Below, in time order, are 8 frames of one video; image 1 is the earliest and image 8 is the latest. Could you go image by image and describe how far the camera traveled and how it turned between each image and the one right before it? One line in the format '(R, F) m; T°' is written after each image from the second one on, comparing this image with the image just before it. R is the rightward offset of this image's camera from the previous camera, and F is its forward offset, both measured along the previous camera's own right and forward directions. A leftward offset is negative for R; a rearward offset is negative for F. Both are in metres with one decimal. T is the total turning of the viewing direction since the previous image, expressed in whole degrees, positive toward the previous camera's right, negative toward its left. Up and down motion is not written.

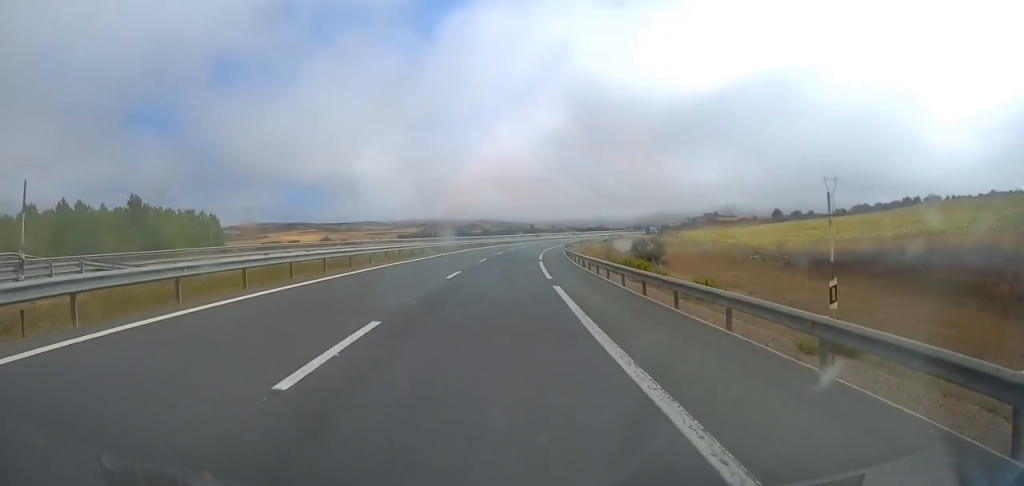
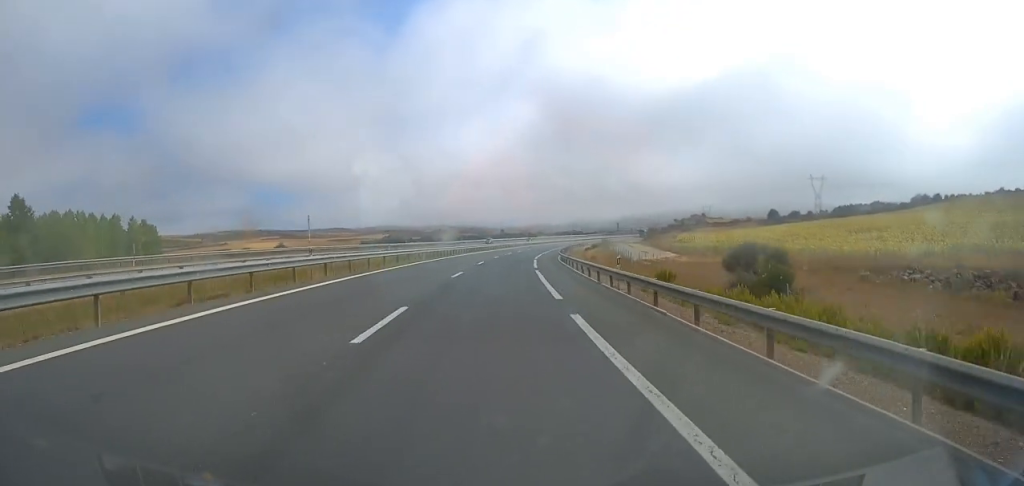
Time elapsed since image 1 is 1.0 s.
(+1.0, +31.1) m; +3°
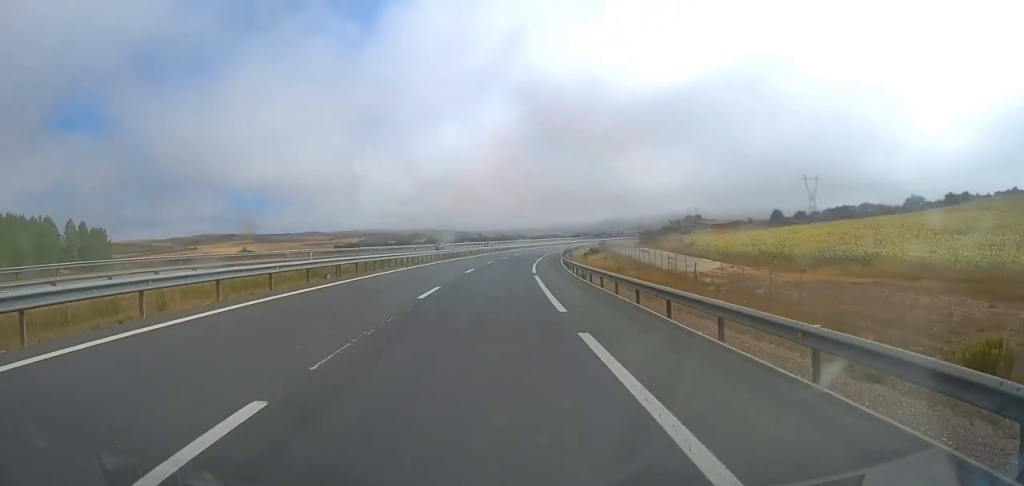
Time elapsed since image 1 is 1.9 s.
(+0.3, +26.0) m; +2°
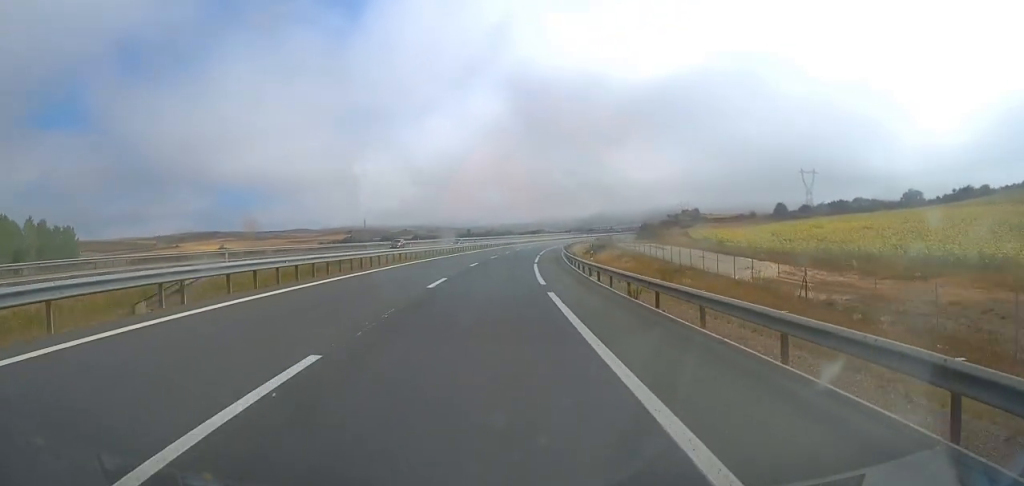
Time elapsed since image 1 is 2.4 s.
(+0.3, +15.0) m; +1°
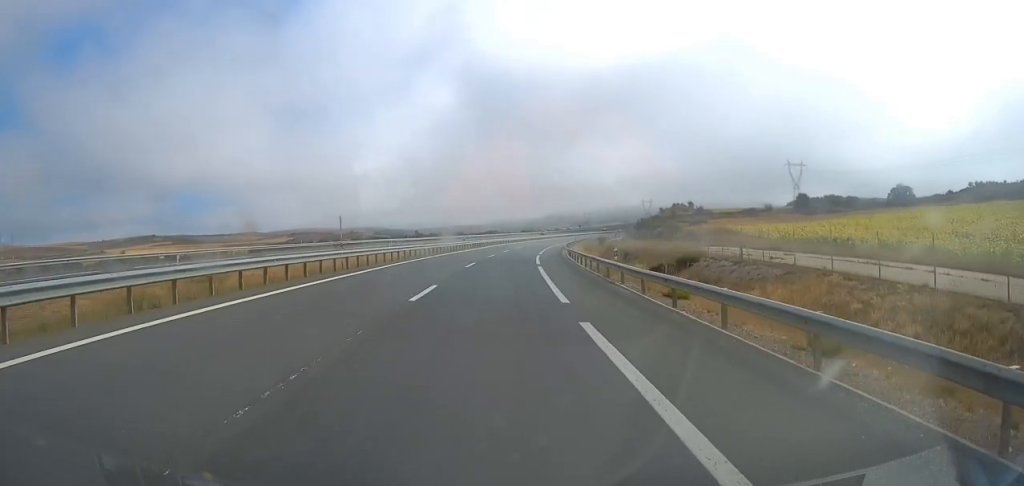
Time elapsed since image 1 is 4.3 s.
(+2.1, +56.5) m; +5°
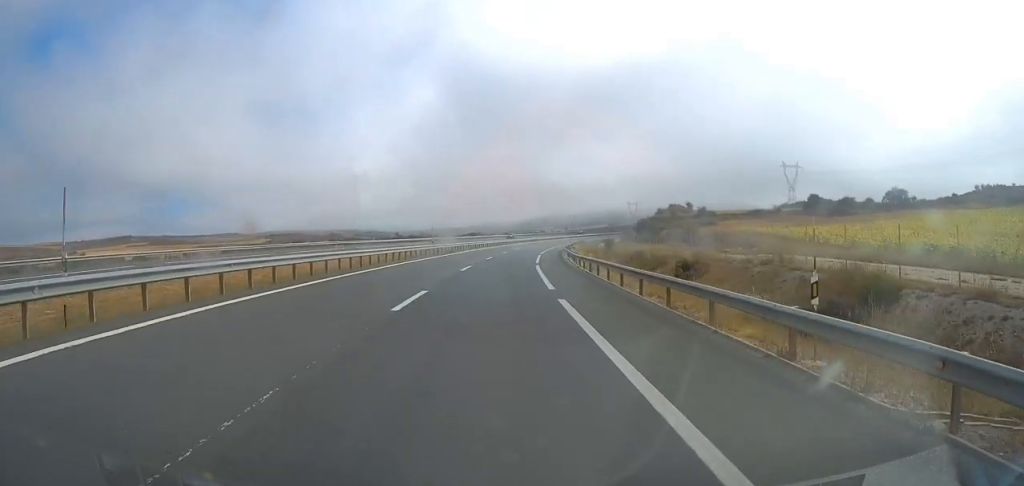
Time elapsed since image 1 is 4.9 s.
(+0.3, +19.3) m; +2°
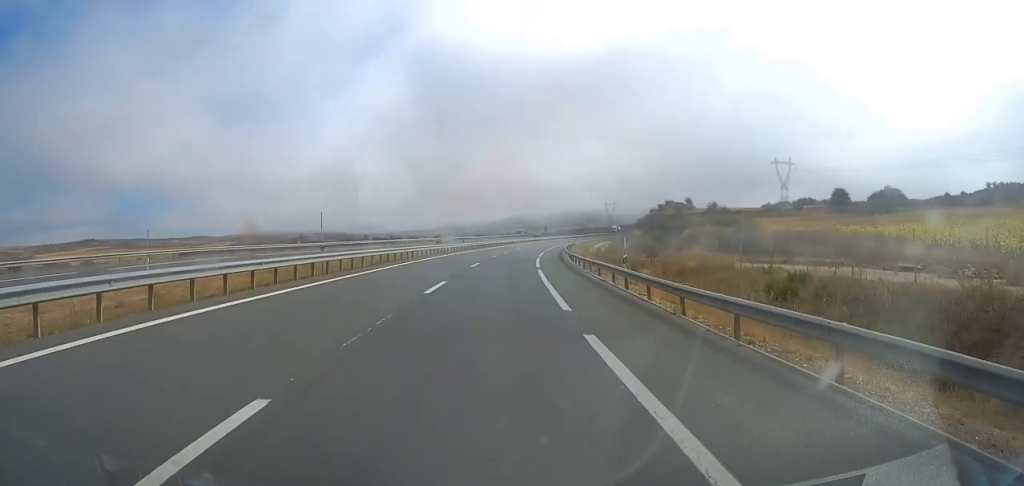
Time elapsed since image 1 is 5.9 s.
(+0.8, +29.4) m; +2°
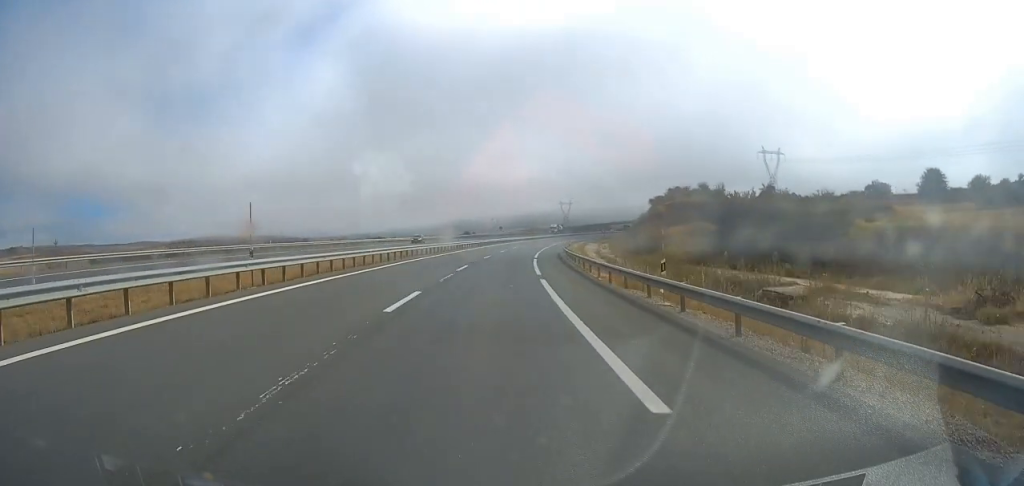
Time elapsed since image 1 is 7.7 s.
(+1.3, +56.0) m; +4°
